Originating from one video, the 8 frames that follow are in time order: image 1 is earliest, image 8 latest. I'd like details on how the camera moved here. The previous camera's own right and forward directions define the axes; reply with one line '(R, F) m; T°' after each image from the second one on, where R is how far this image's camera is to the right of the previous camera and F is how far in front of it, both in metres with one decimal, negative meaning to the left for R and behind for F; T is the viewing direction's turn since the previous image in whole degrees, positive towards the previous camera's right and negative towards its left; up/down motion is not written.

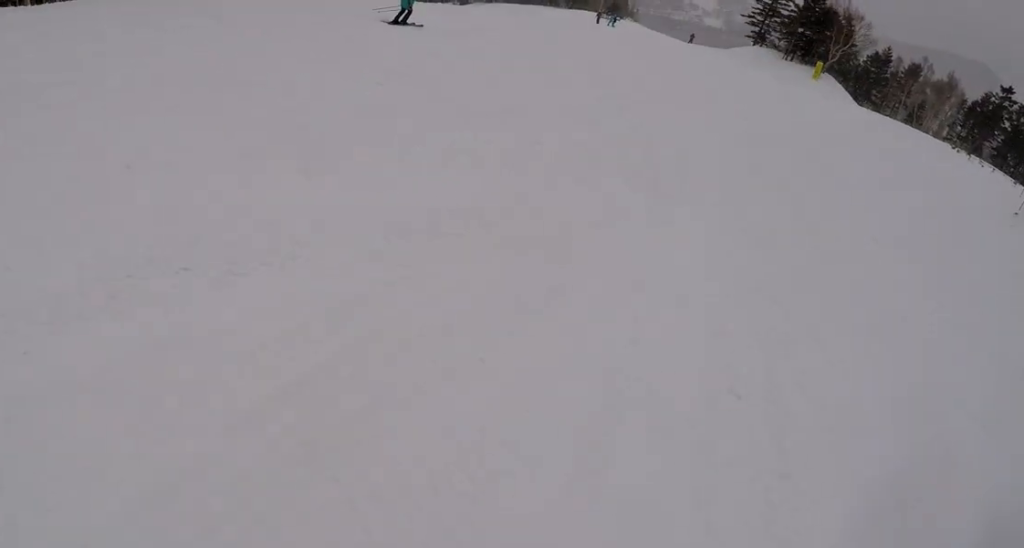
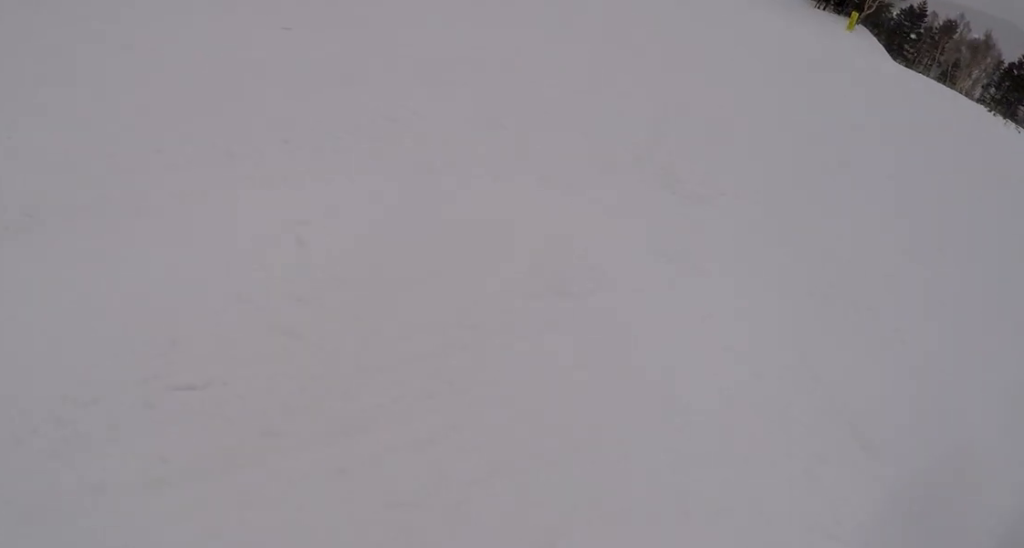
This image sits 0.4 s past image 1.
(-0.4, +2.8) m; -5°
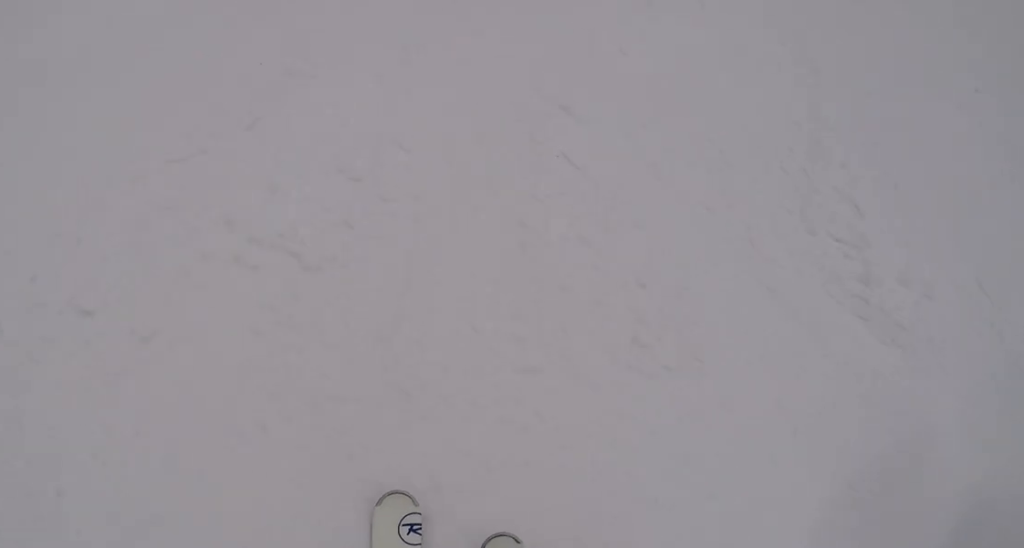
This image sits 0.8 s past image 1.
(-0.7, +2.8) m; -3°
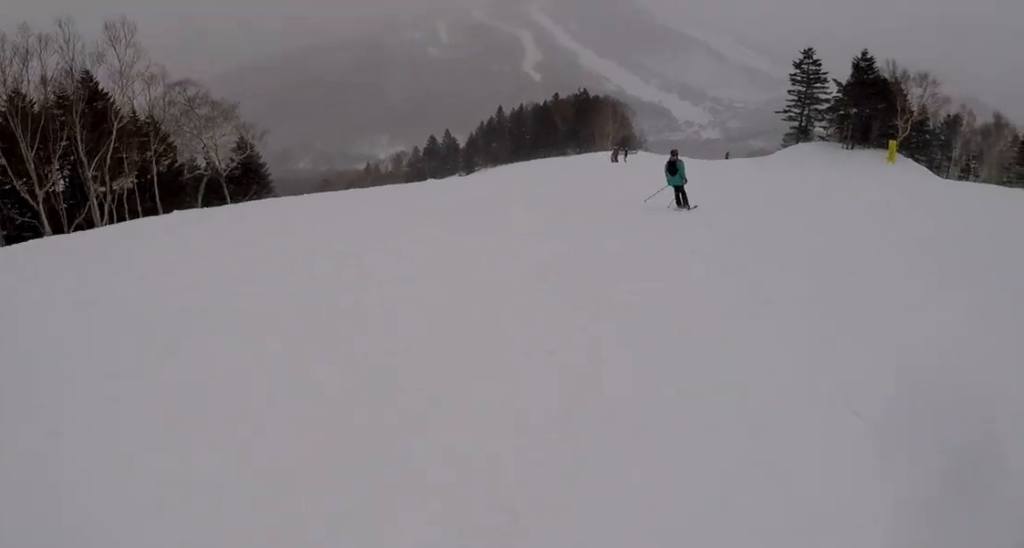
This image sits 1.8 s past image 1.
(+0.1, +6.8) m; +9°
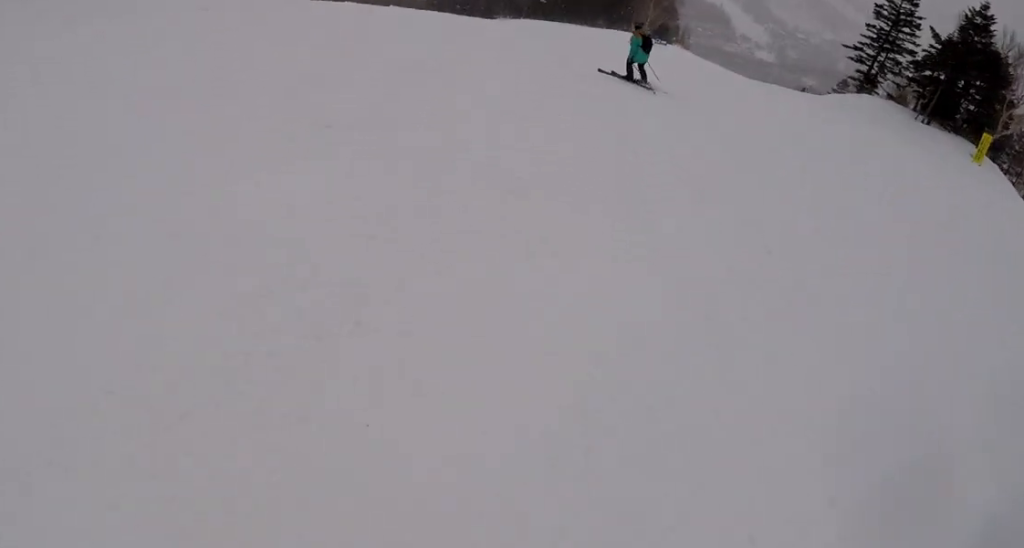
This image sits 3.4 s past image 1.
(+1.8, +11.1) m; +4°
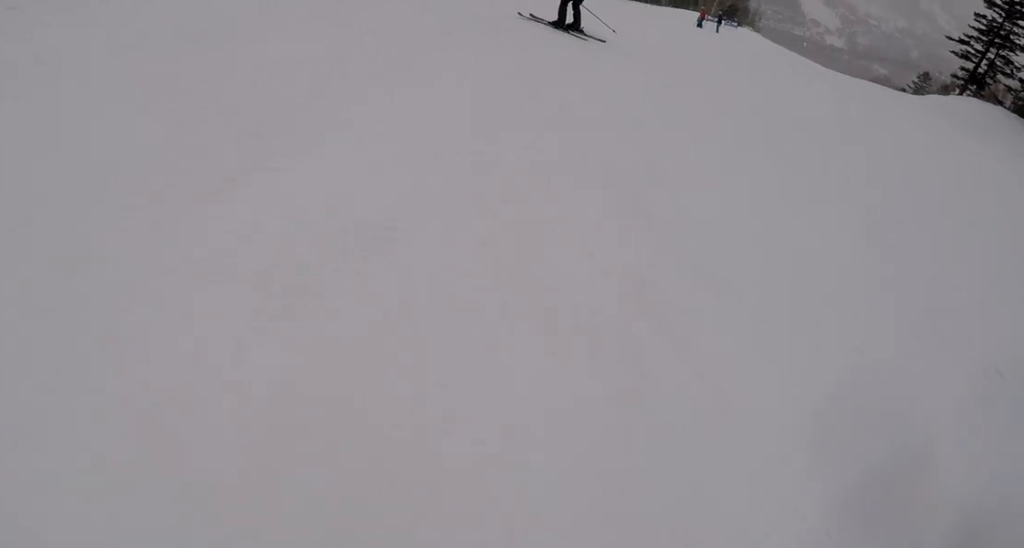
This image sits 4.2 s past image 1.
(-0.1, +5.7) m; -18°
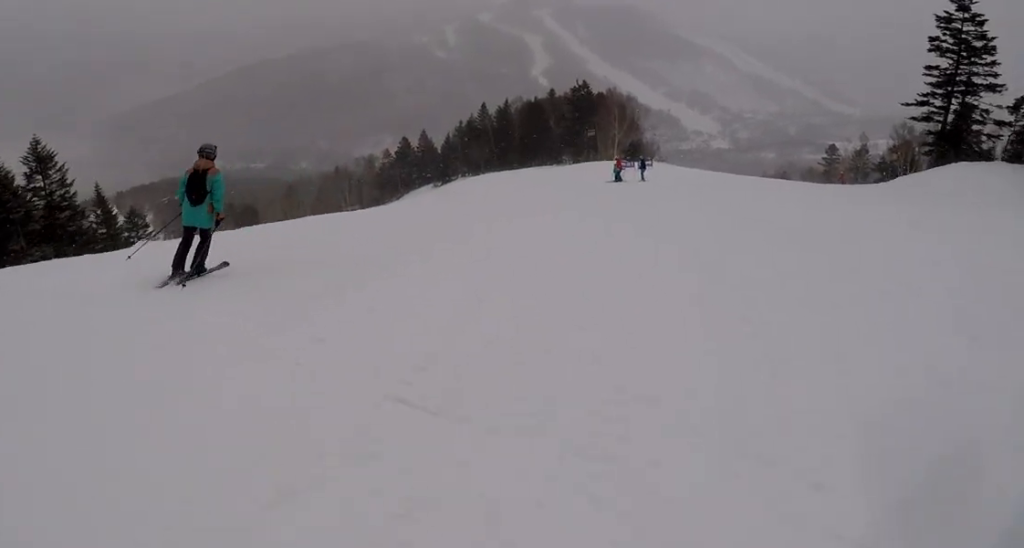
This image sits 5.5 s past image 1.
(-1.2, +7.6) m; +11°
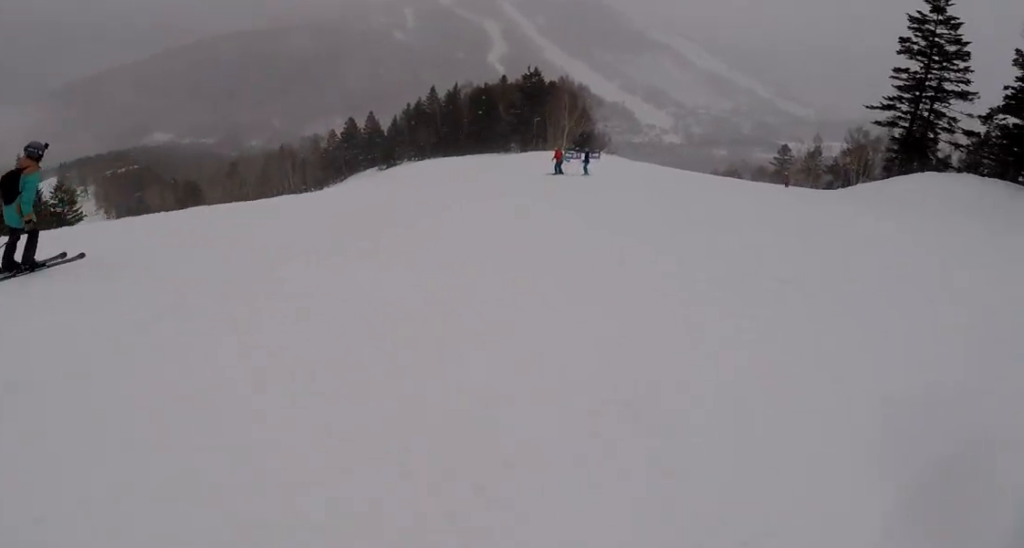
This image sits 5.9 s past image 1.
(+1.0, +2.5) m; +7°
